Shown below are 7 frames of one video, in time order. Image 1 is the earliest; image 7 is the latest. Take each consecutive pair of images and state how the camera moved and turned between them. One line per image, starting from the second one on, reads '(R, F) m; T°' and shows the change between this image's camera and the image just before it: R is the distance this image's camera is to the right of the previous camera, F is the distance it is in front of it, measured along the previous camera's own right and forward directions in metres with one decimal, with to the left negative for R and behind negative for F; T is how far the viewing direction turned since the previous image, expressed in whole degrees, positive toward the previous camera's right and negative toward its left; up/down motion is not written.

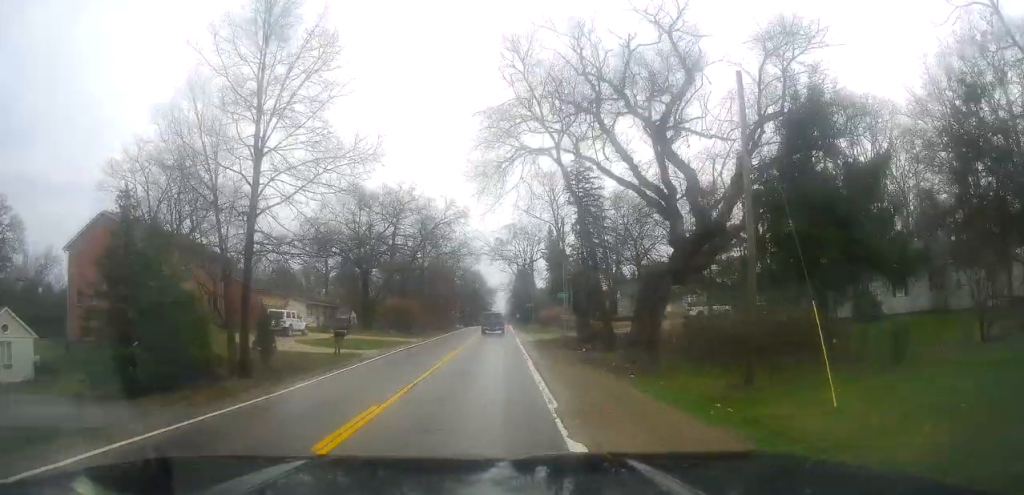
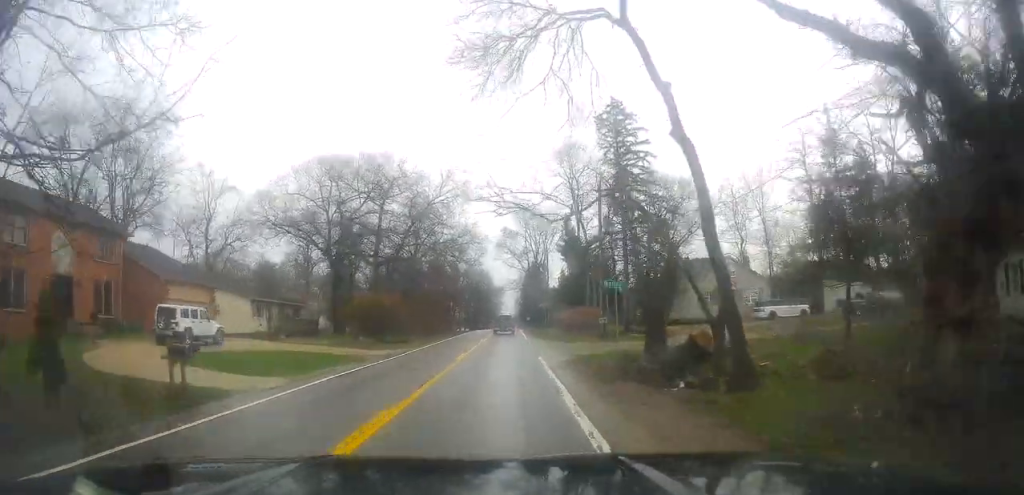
(0.0, +14.7) m; 0°
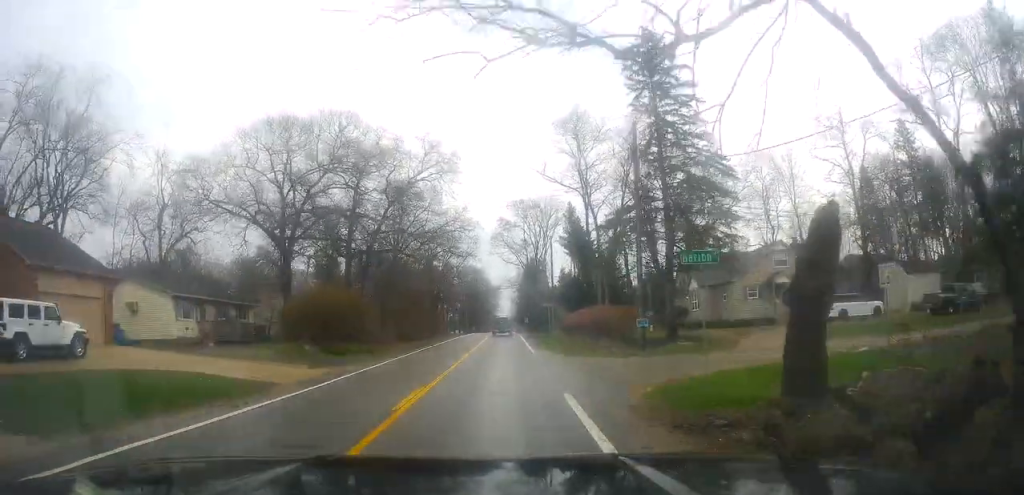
(0.0, +10.8) m; -1°
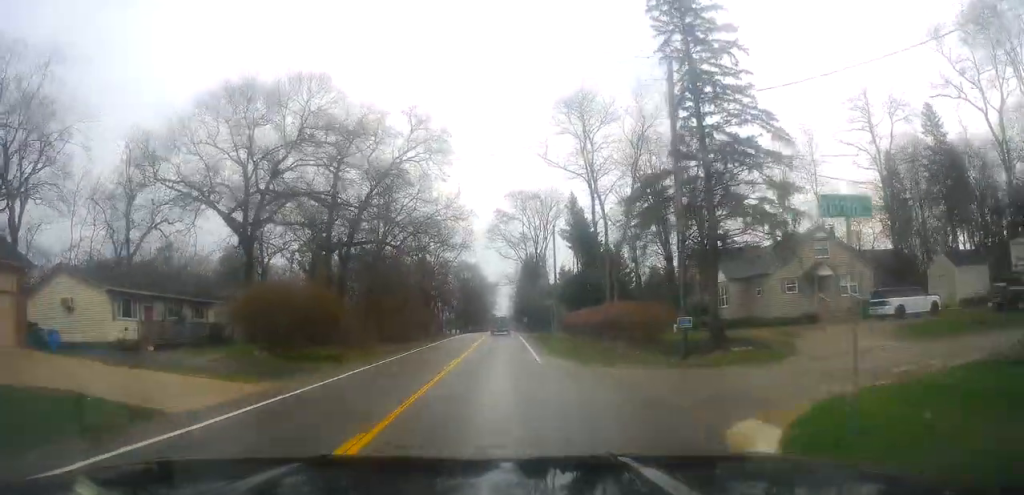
(+0.1, +6.2) m; -1°
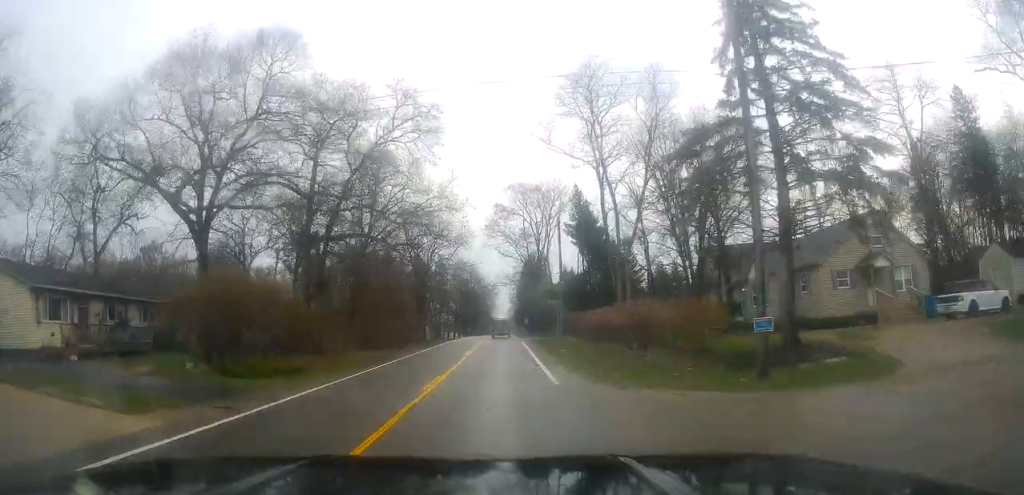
(-0.1, +5.9) m; -1°
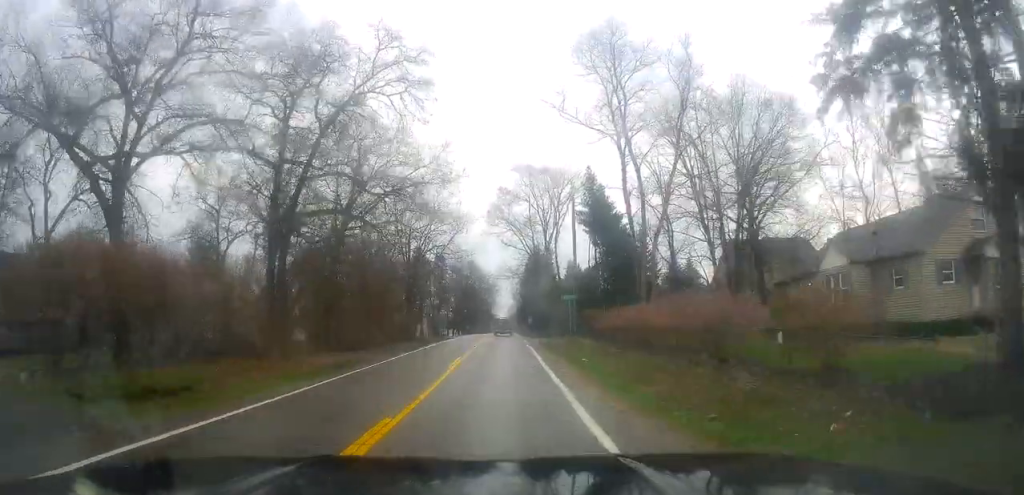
(-0.2, +8.1) m; -1°
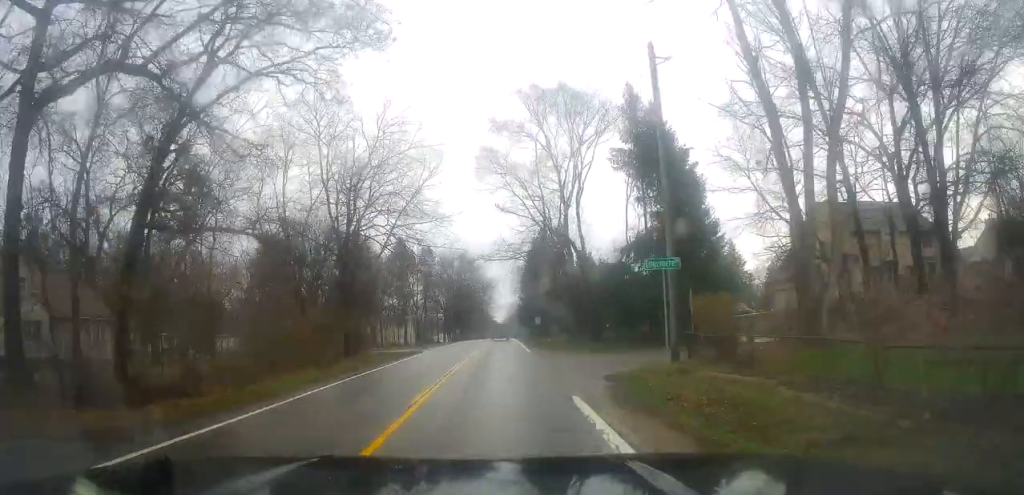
(-0.2, +23.9) m; 0°
